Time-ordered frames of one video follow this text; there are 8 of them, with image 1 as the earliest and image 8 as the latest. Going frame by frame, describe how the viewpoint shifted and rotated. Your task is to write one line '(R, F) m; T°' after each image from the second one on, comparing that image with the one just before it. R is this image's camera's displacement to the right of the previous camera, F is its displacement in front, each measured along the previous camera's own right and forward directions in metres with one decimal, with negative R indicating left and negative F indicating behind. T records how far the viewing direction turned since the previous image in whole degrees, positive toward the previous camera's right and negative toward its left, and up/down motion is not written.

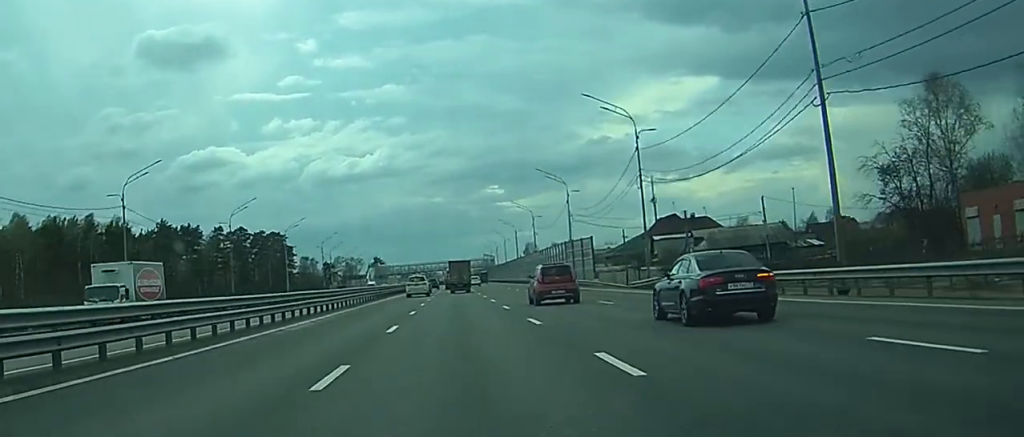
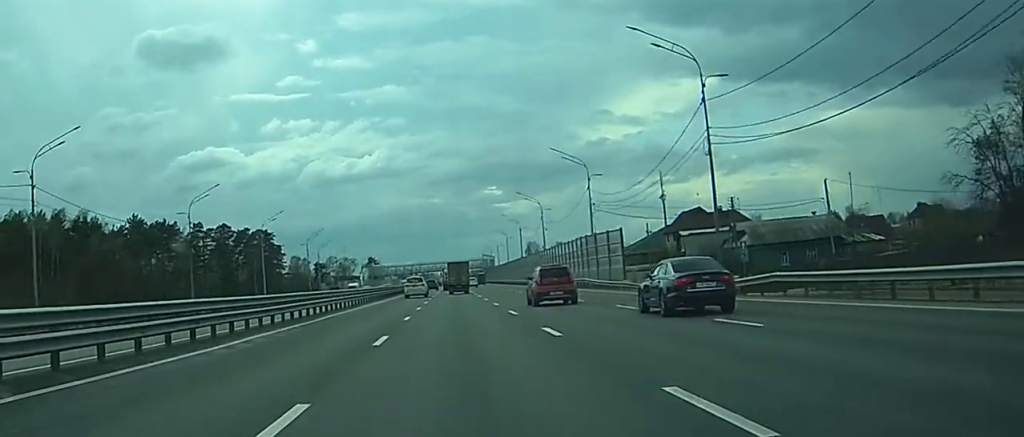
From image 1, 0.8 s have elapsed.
(0.0, +11.9) m; 0°
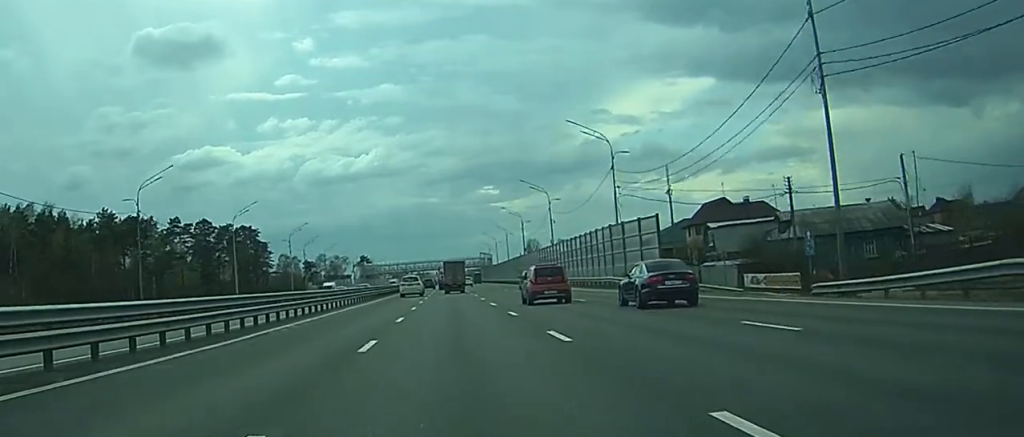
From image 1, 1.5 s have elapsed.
(0.0, +10.7) m; 0°
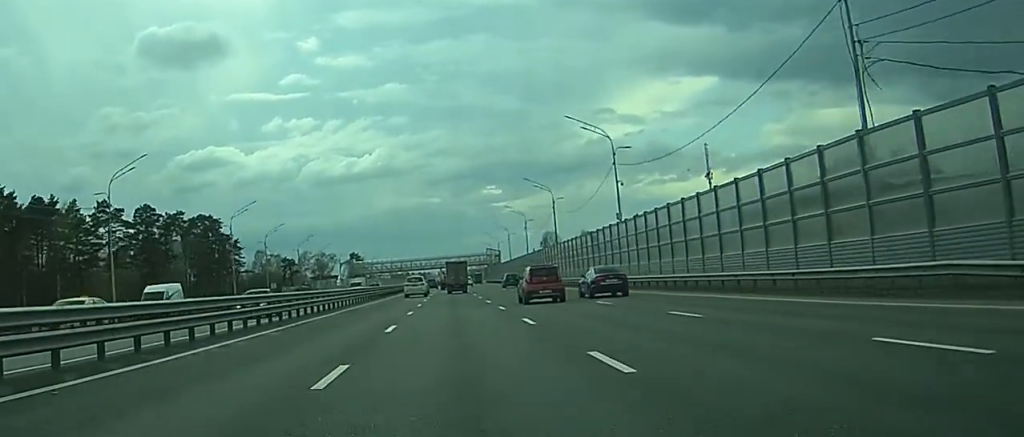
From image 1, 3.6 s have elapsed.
(+0.1, +40.2) m; 0°
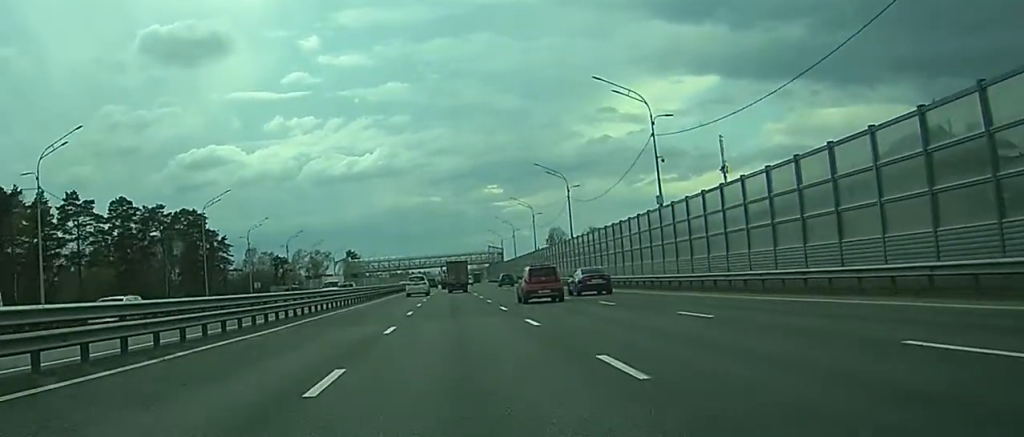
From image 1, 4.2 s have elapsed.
(0.0, +14.3) m; 0°
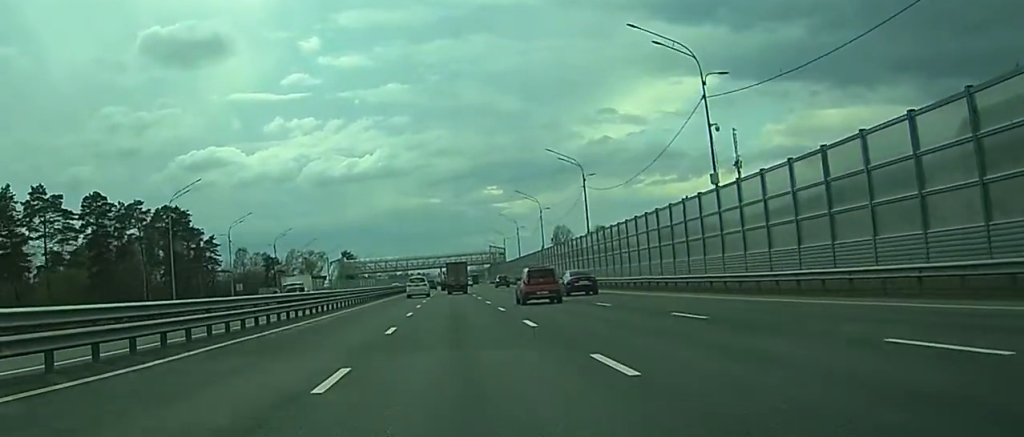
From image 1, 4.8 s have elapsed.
(0.0, +12.5) m; 0°
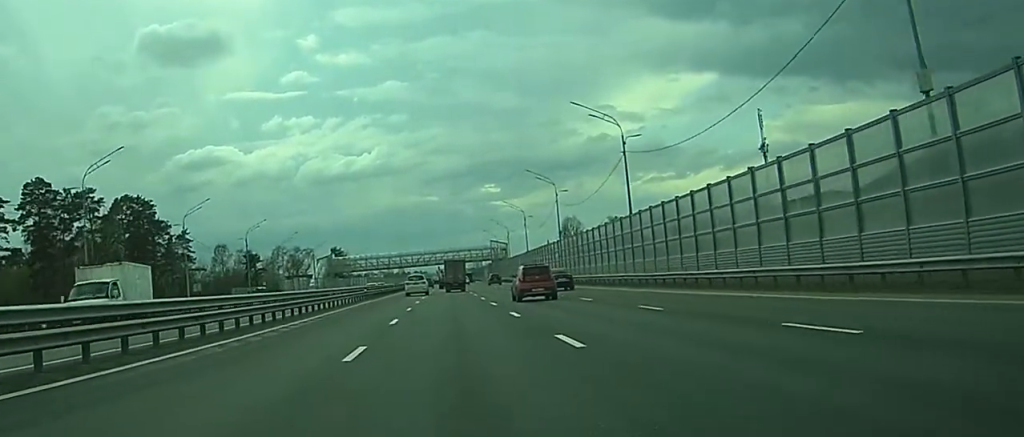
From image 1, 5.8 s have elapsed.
(+0.1, +19.7) m; 0°
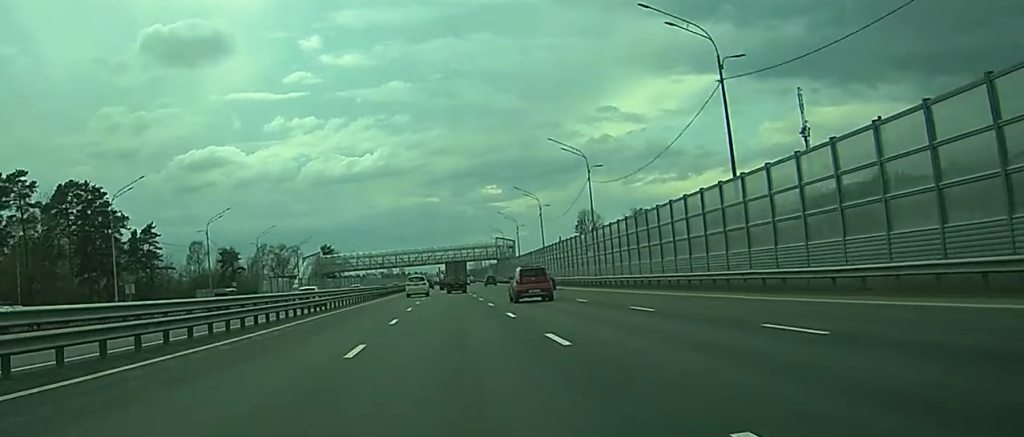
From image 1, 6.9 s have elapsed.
(0.0, +20.3) m; 0°
